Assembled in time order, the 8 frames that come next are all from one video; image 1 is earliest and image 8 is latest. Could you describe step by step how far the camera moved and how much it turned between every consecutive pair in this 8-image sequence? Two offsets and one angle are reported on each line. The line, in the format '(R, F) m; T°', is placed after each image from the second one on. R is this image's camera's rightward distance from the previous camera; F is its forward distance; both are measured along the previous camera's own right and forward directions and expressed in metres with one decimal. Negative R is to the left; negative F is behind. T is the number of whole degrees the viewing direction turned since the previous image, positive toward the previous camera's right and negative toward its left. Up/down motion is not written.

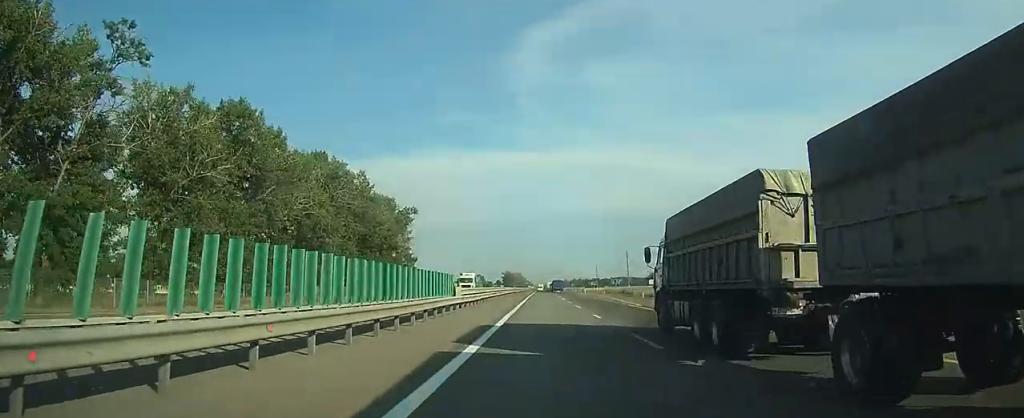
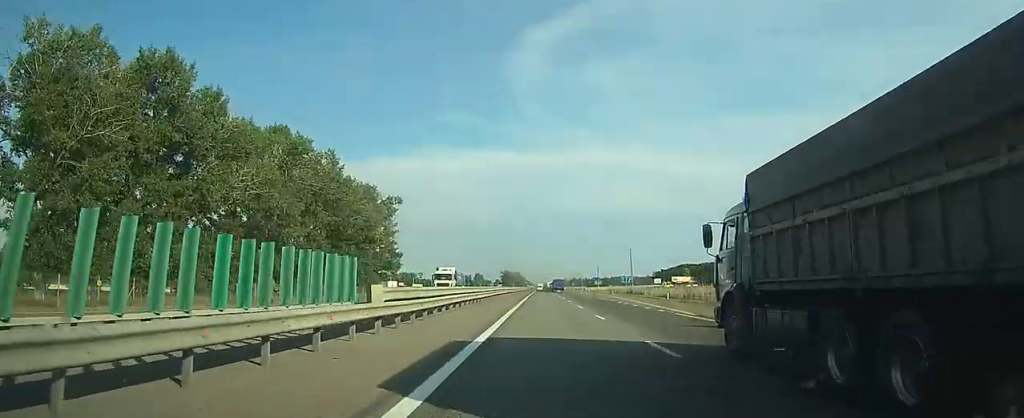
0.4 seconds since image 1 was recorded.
(0.0, +13.5) m; 0°
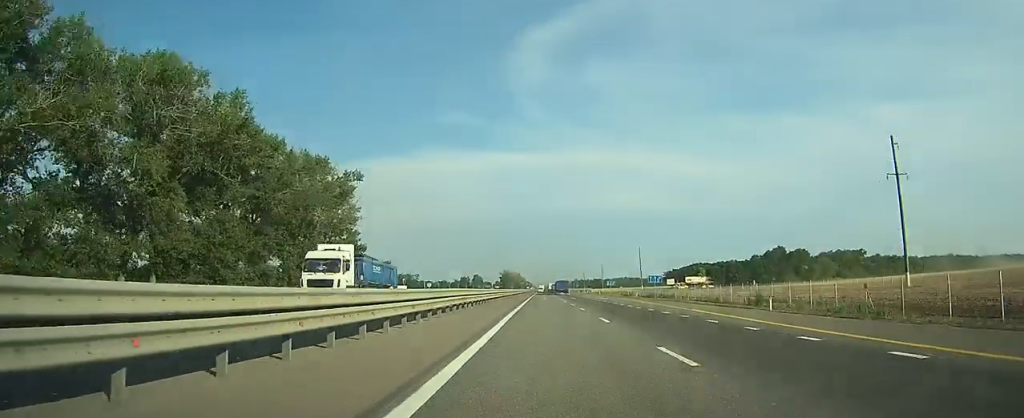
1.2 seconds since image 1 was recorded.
(0.0, +25.1) m; 0°
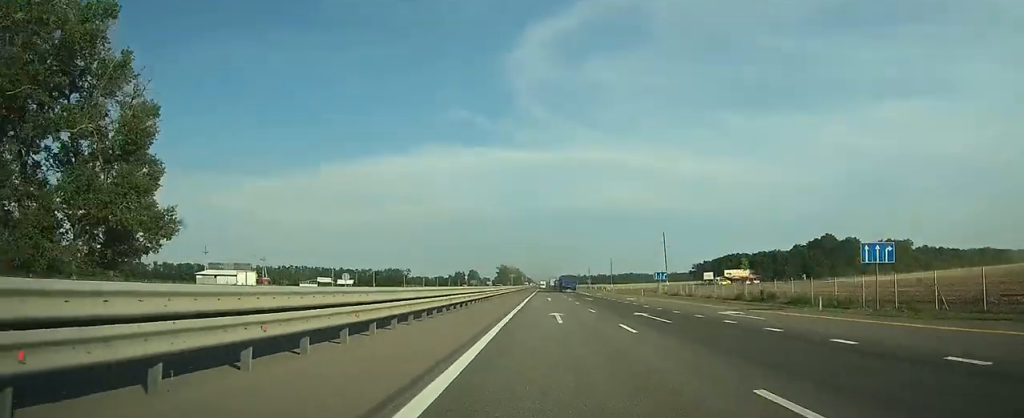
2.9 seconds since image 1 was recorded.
(0.0, +53.4) m; 0°
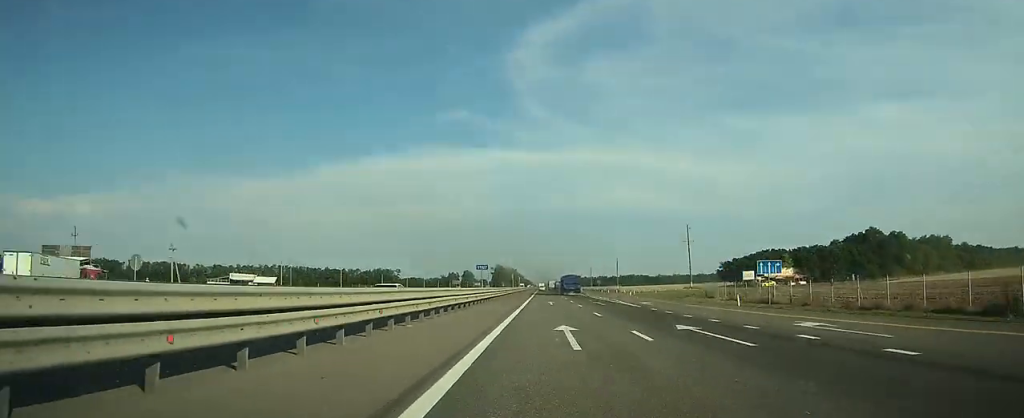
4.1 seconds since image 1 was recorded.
(+0.1, +37.7) m; 0°
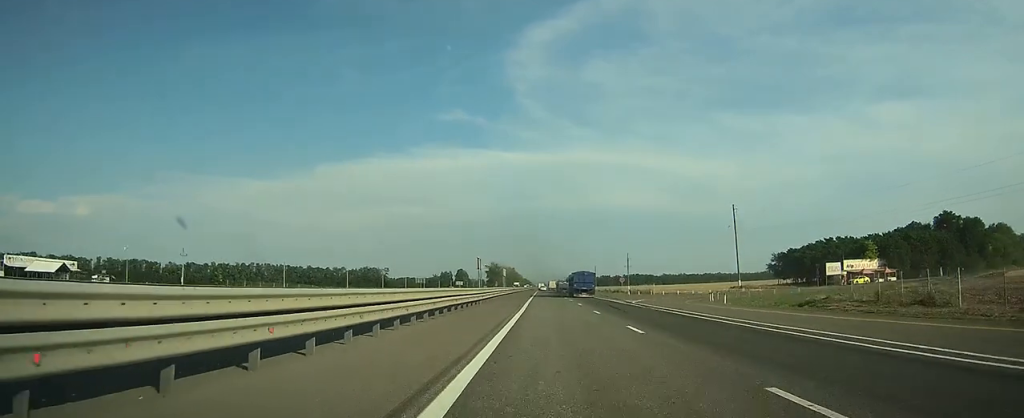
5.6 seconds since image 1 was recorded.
(0.0, +45.4) m; 0°
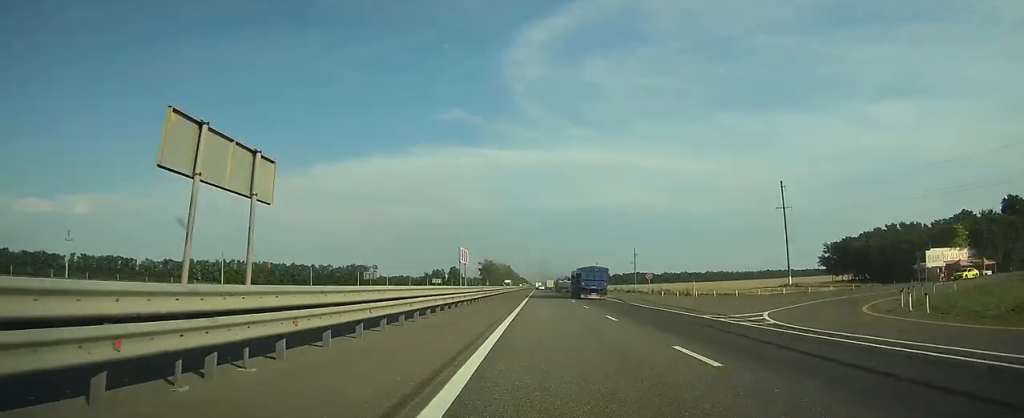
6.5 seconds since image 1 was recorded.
(-0.1, +30.8) m; 0°
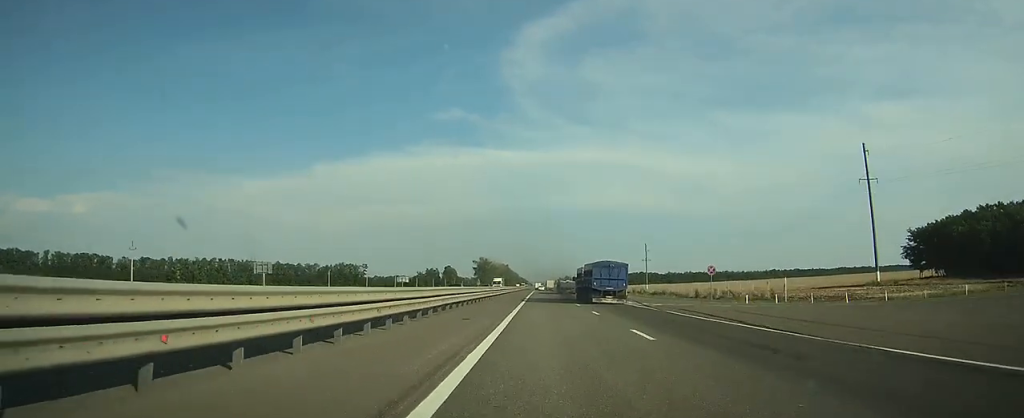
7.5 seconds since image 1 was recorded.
(0.0, +31.0) m; 0°
